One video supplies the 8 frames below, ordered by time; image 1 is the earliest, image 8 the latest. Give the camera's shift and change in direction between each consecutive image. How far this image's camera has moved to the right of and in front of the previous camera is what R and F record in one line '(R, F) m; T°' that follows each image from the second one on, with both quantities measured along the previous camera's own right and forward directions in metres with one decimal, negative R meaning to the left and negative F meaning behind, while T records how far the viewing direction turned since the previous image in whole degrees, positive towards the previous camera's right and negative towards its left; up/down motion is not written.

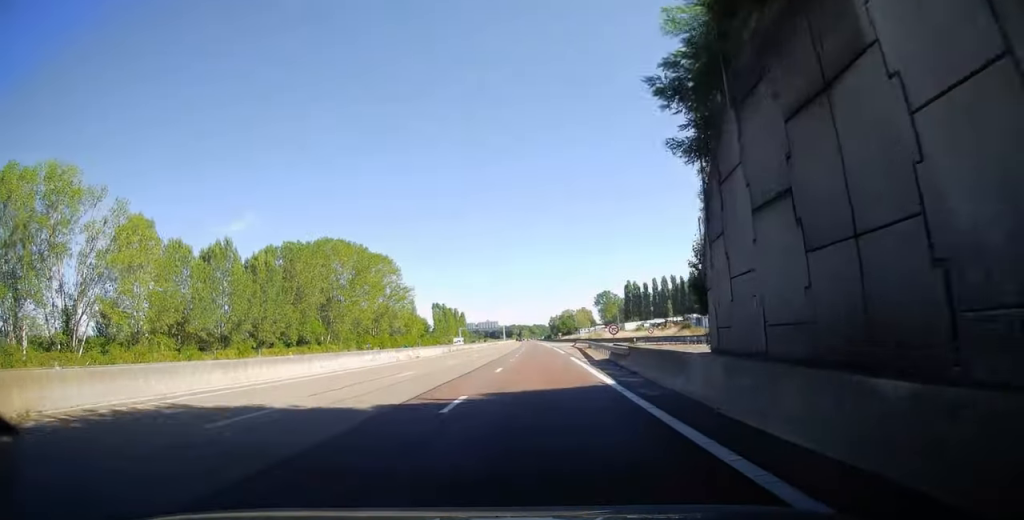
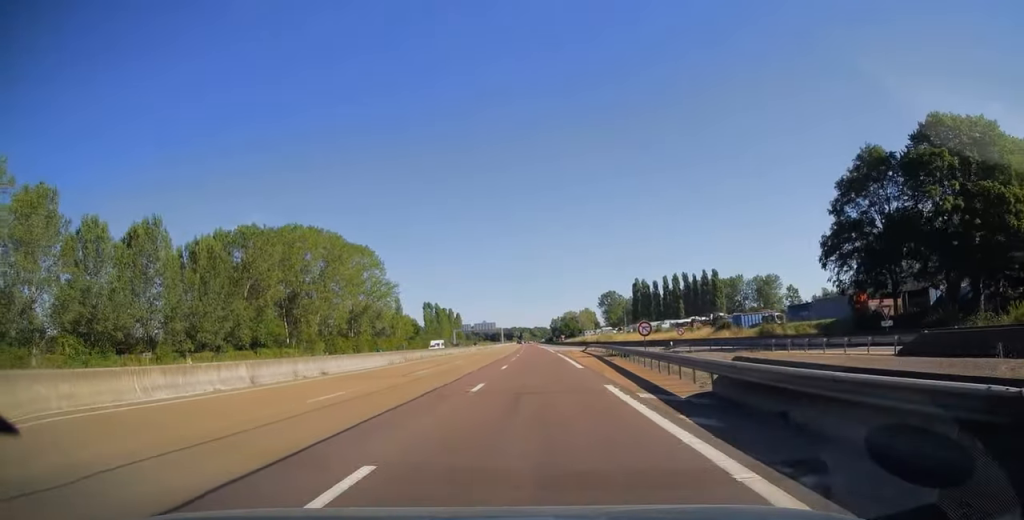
(0.0, +20.6) m; 0°
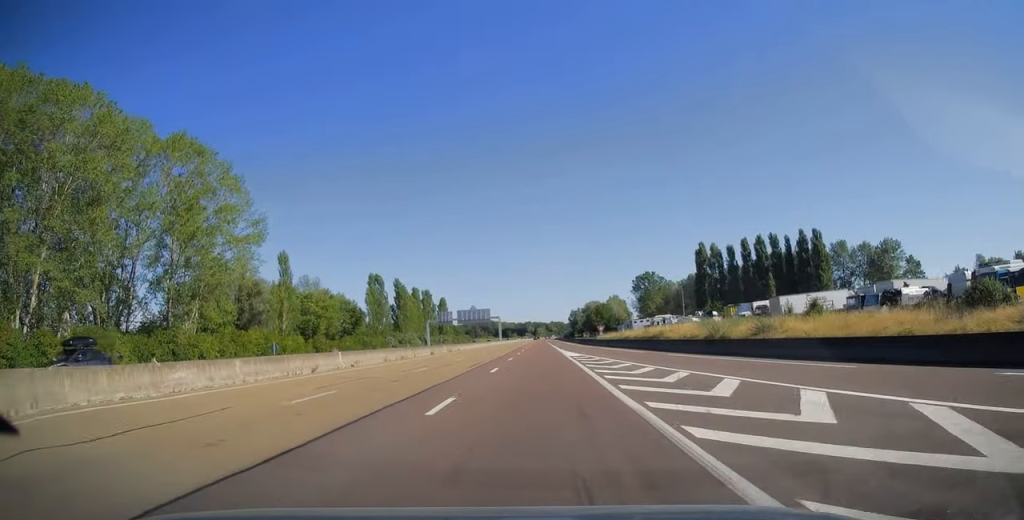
(-0.8, +84.1) m; -2°
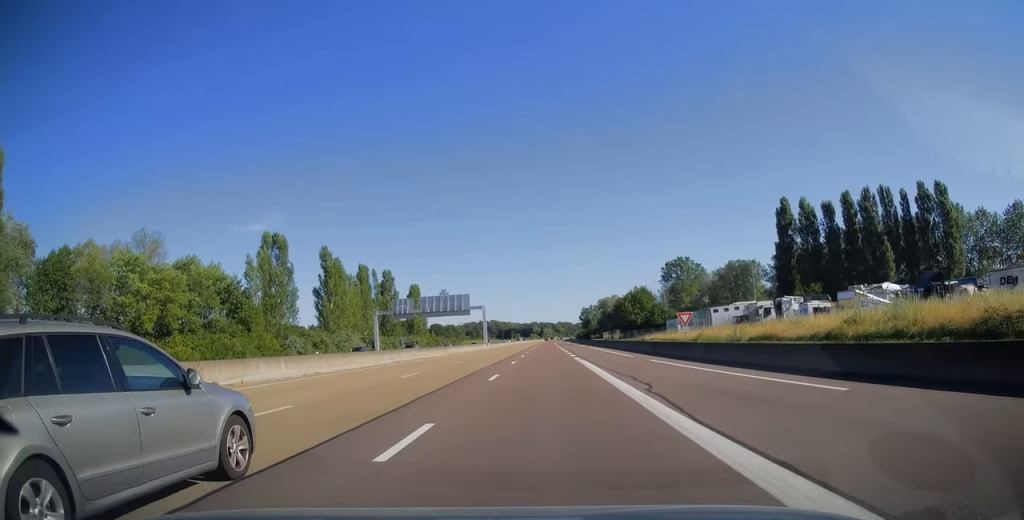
(-0.6, +56.3) m; -1°
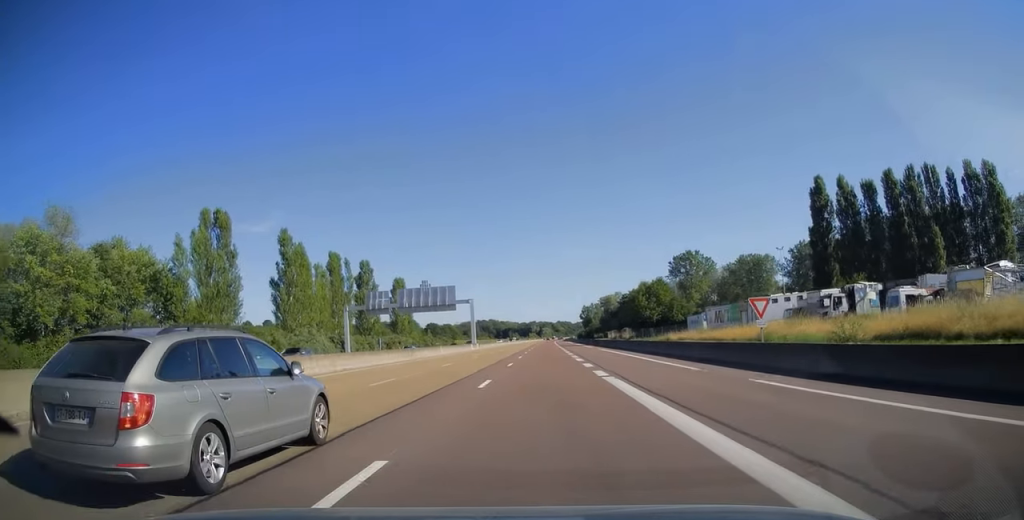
(-0.1, +15.9) m; 0°
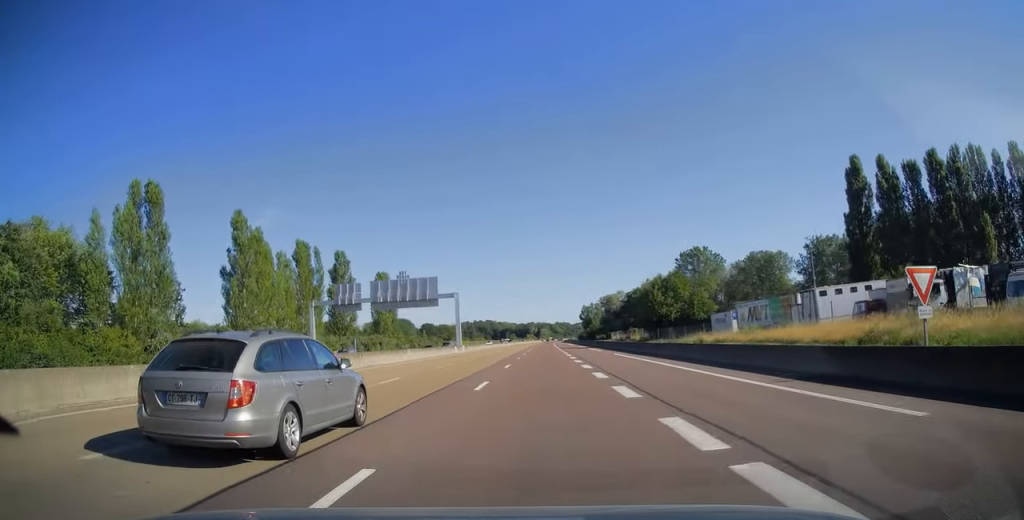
(+0.1, +13.3) m; 0°
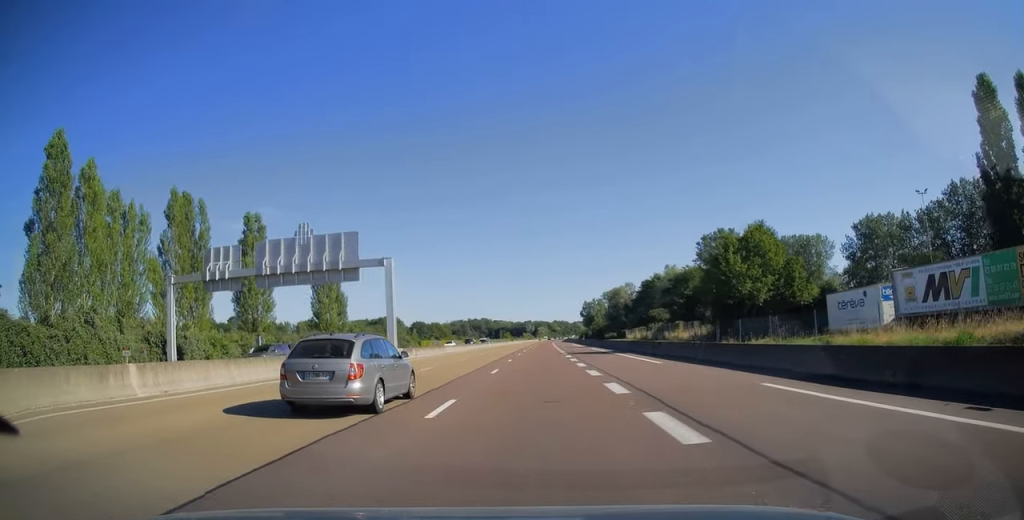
(+0.1, +31.8) m; 0°
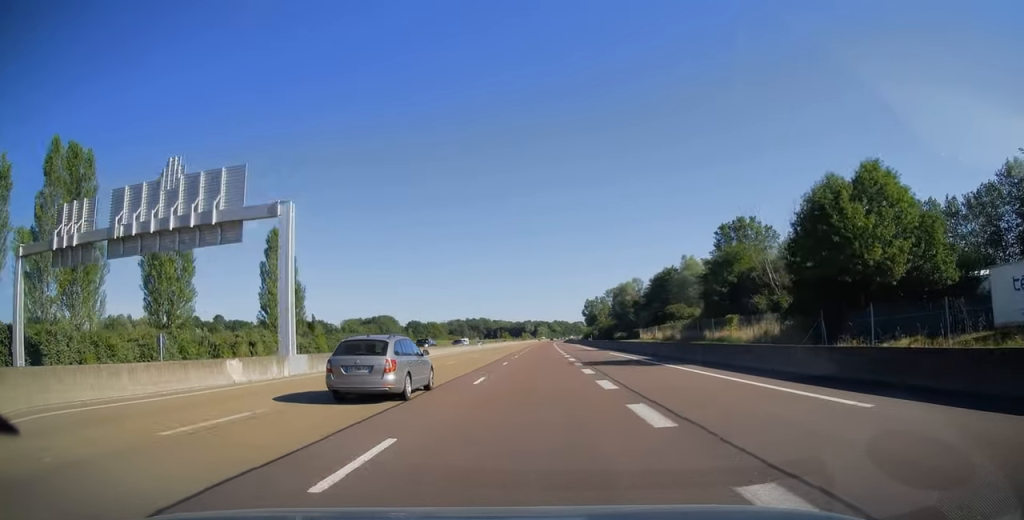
(-0.1, +17.9) m; 0°
